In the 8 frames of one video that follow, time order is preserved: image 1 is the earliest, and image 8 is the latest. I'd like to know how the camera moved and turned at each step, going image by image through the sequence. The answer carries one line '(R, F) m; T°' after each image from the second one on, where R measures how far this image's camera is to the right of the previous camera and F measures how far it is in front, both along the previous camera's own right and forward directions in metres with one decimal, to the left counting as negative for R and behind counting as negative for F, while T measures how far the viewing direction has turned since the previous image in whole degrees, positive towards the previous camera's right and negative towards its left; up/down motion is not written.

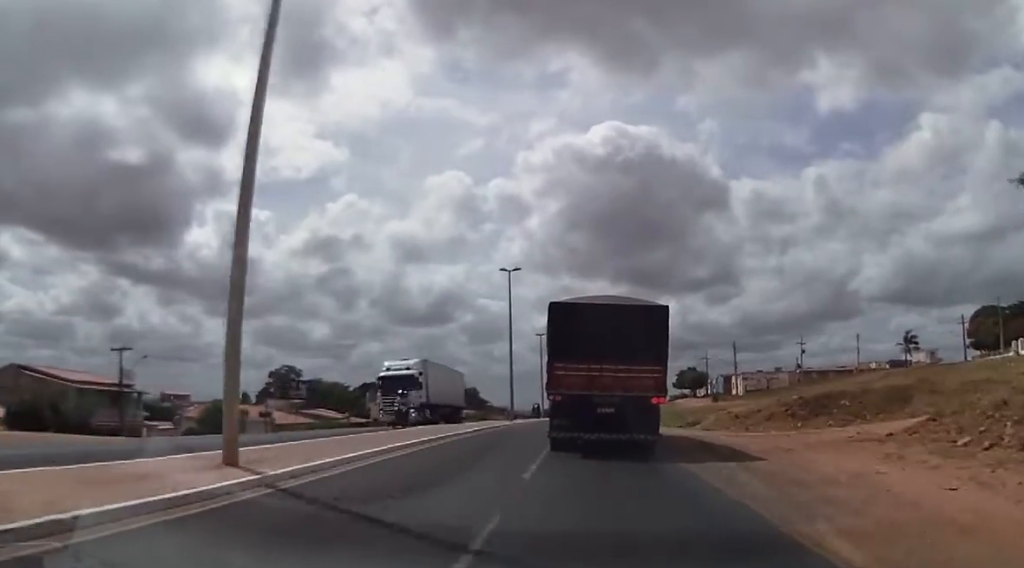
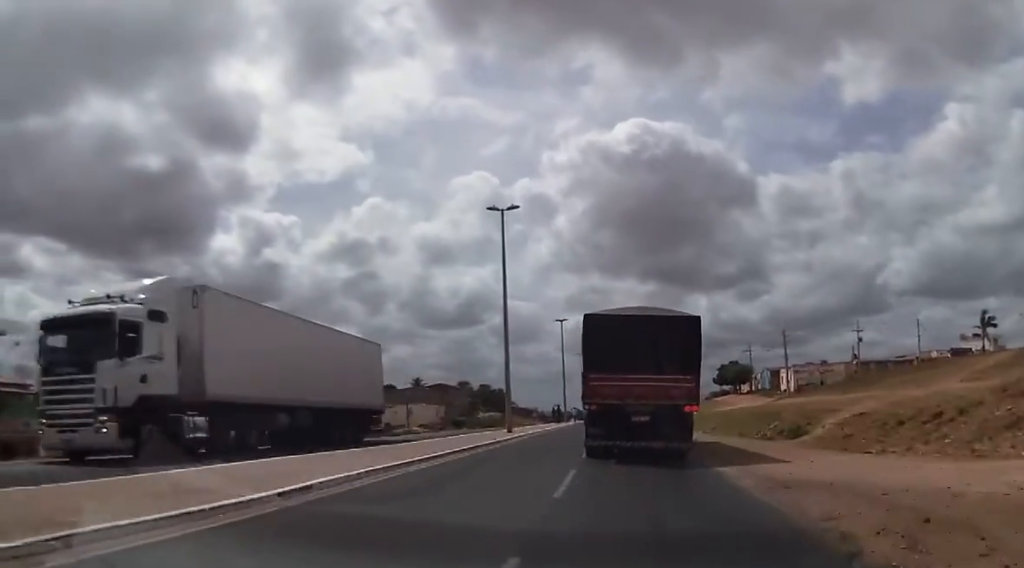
(-0.5, +16.6) m; -2°
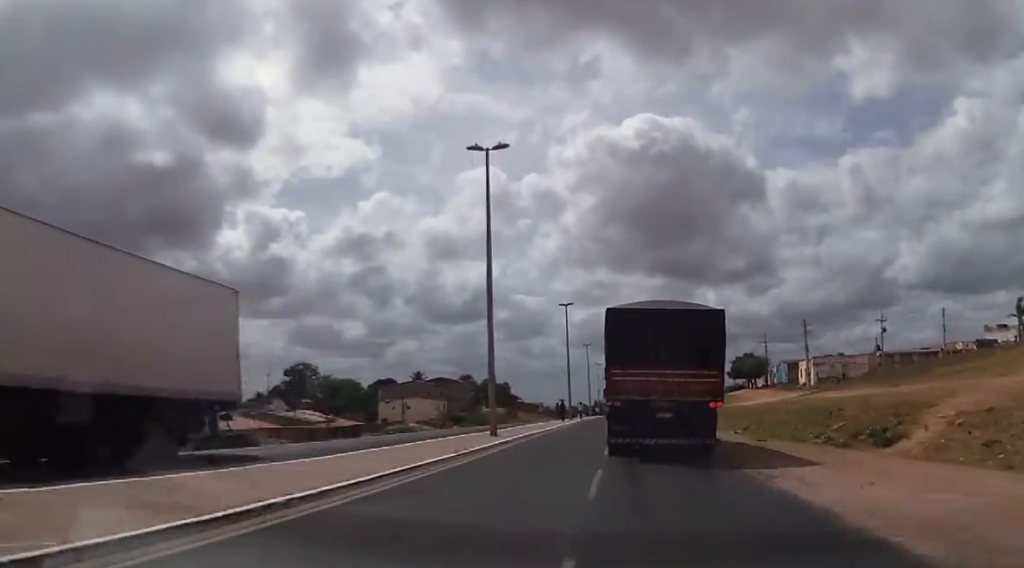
(-0.1, +7.5) m; 0°
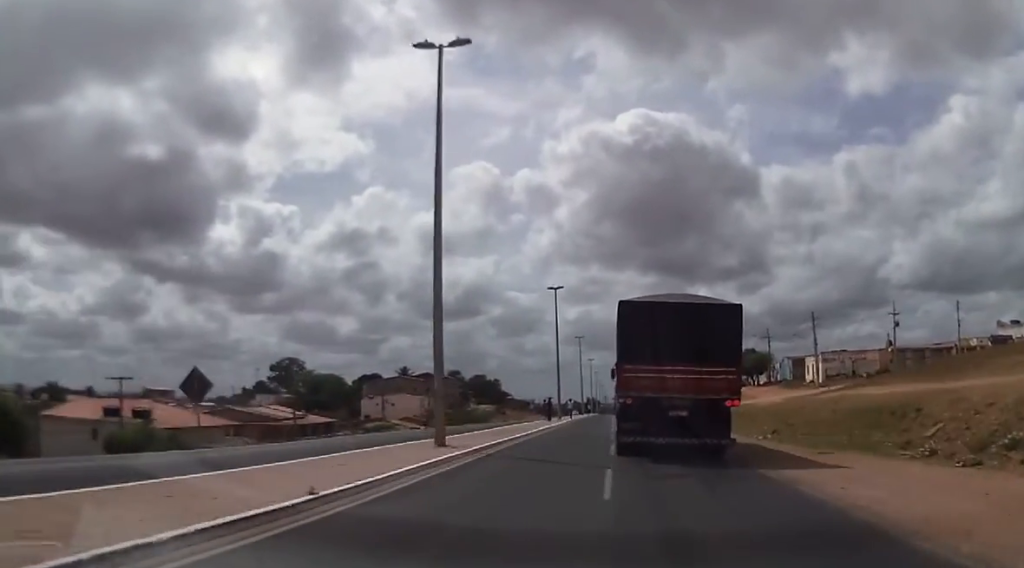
(+0.5, +7.3) m; -1°
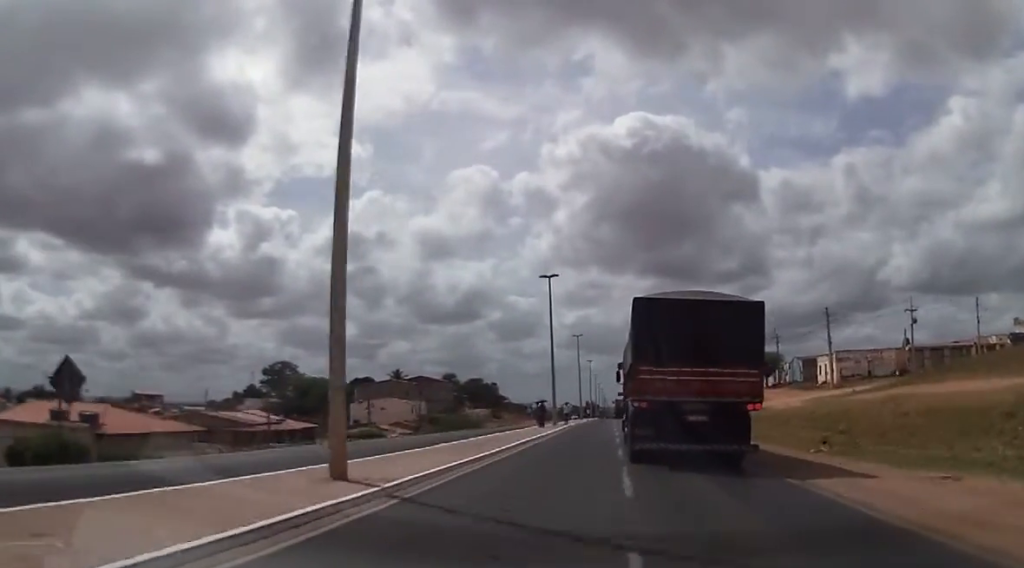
(-0.3, +6.5) m; 0°
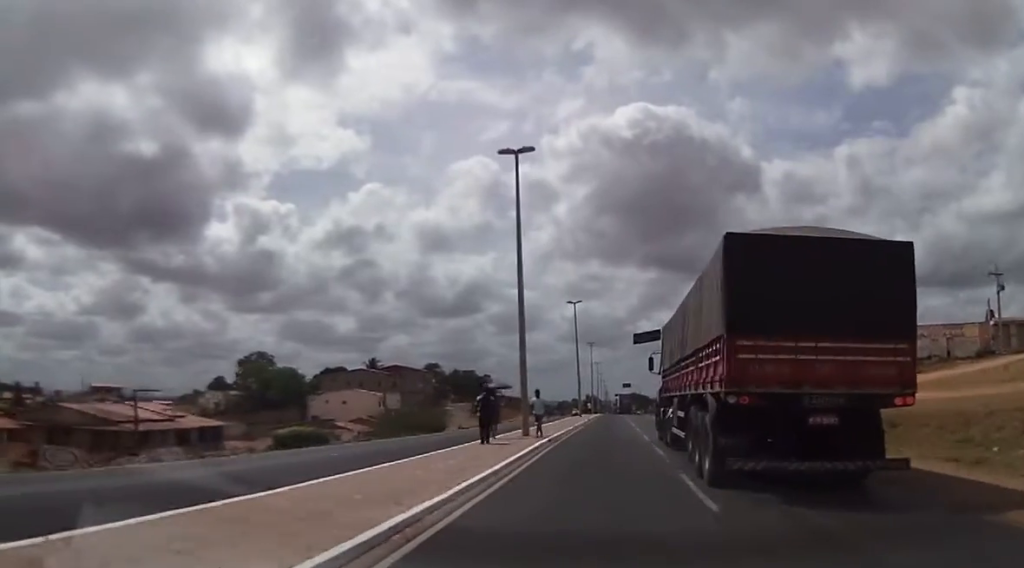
(+0.2, +22.7) m; -1°
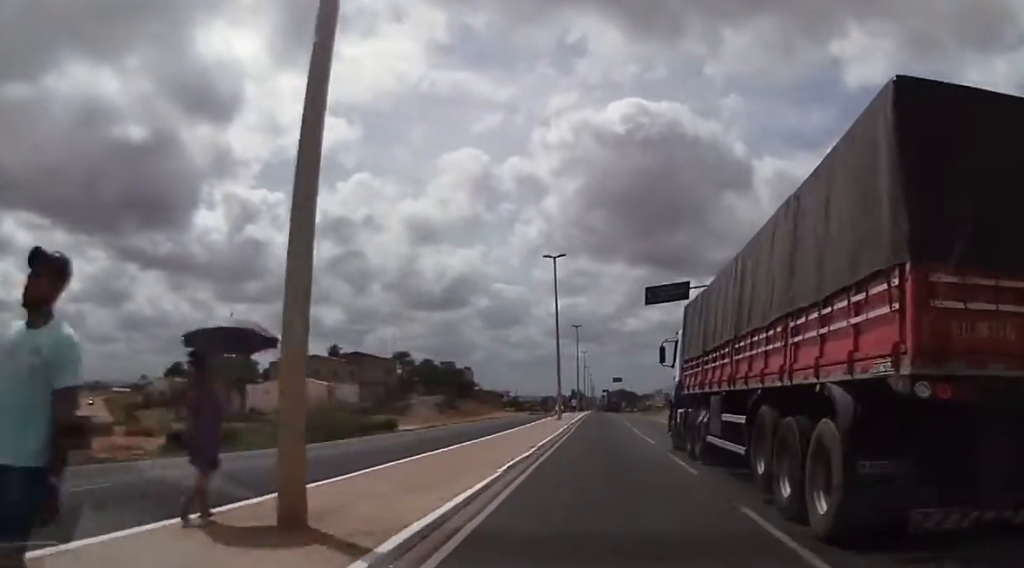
(-0.7, +18.8) m; 0°
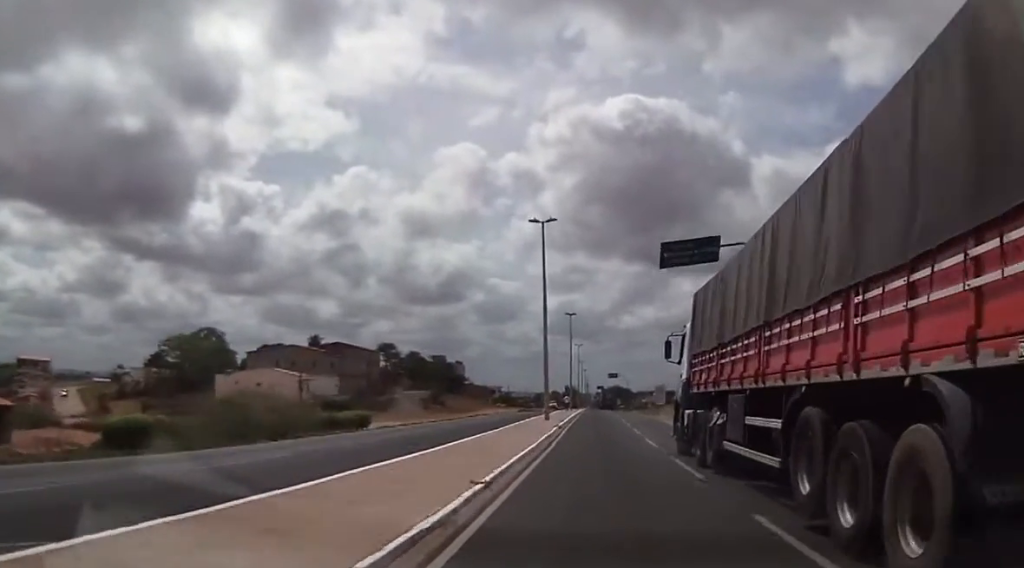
(+0.3, +8.6) m; +2°
